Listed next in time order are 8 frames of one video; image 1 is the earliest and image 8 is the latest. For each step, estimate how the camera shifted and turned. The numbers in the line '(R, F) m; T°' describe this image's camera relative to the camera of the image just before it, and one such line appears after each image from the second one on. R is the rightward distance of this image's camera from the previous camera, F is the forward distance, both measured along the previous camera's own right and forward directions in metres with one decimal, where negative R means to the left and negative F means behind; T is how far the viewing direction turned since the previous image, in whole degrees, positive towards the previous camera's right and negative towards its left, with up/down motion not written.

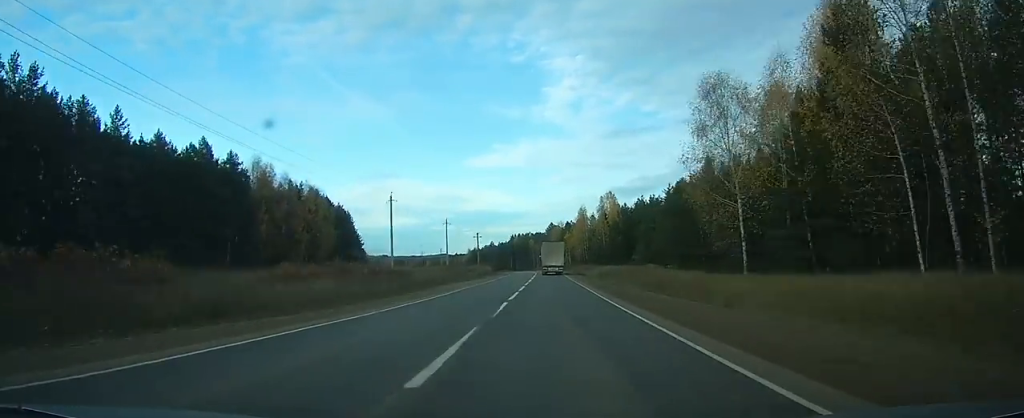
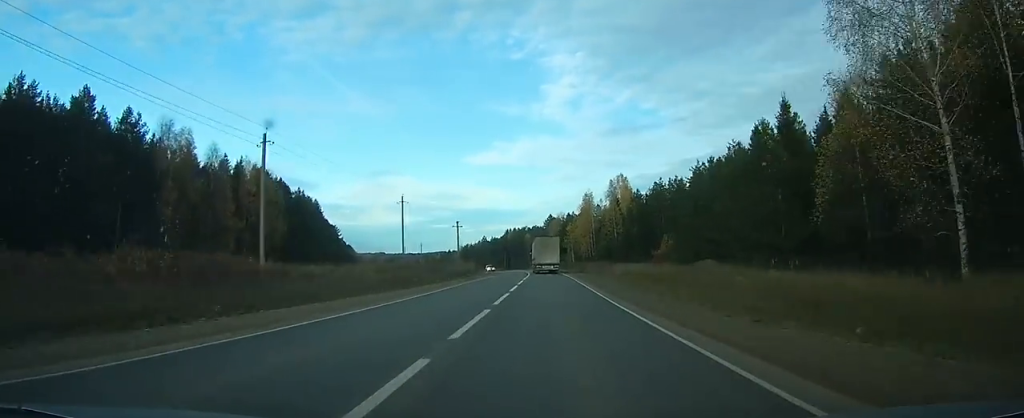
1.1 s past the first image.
(0.0, +27.9) m; 0°
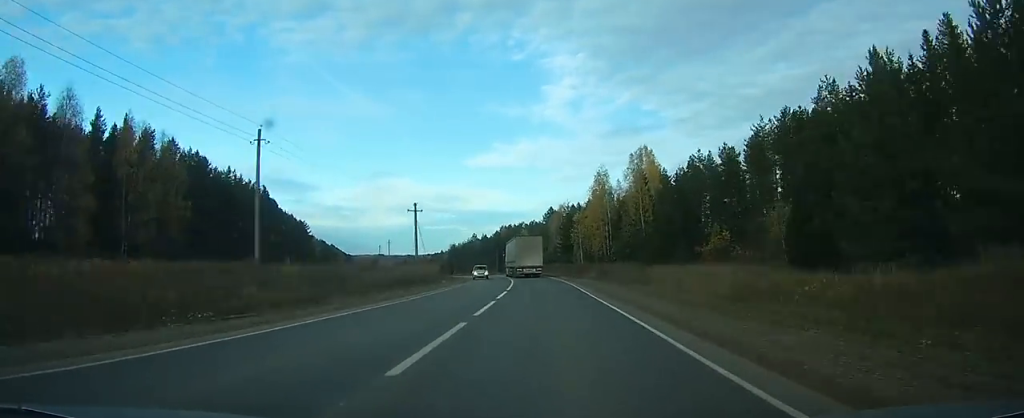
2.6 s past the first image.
(+0.2, +36.3) m; 0°
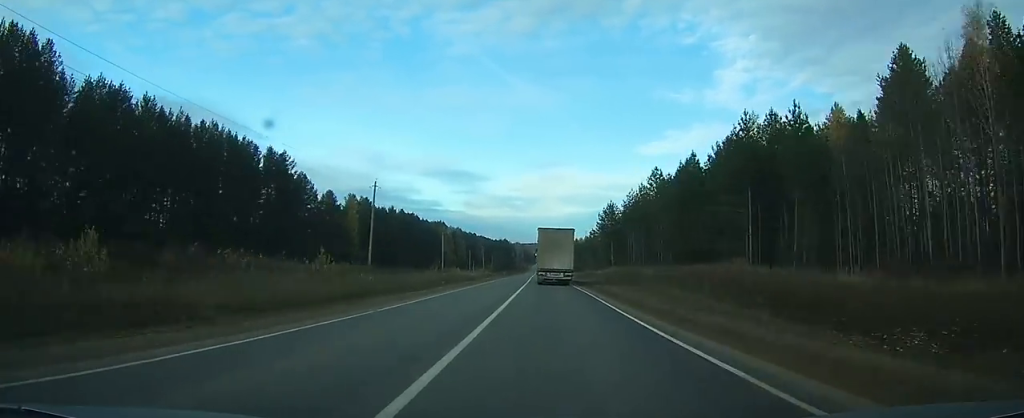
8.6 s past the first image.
(-10.9, +133.4) m; -13°
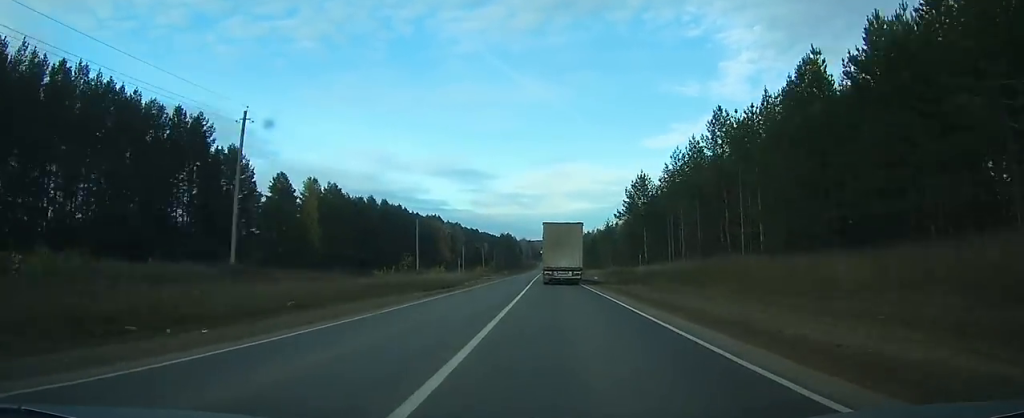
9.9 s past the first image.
(-1.1, +28.8) m; -2°
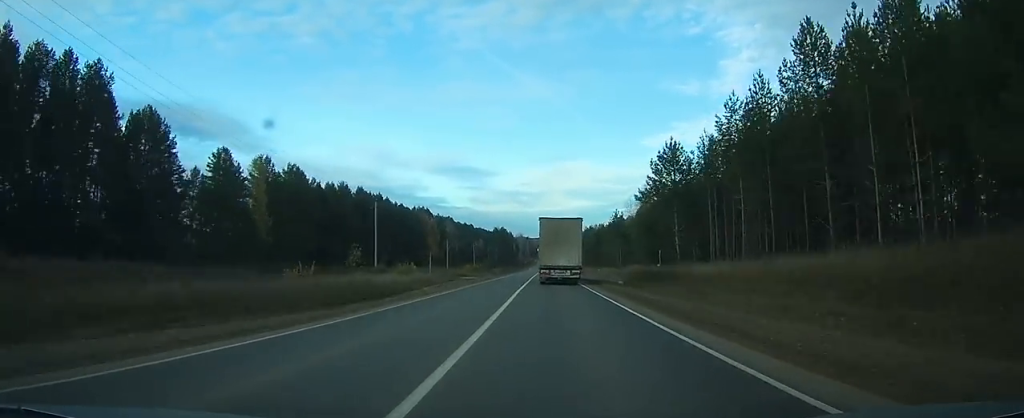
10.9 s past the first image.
(-0.3, +20.3) m; -1°
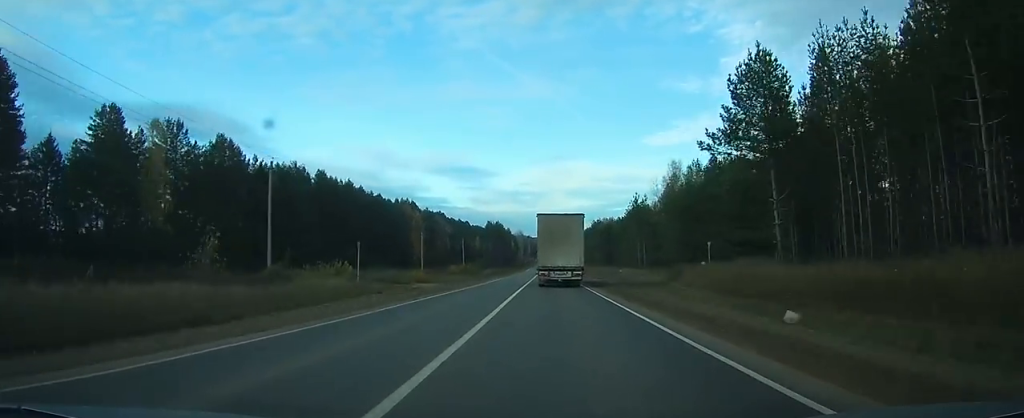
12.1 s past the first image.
(-0.3, +27.2) m; 0°
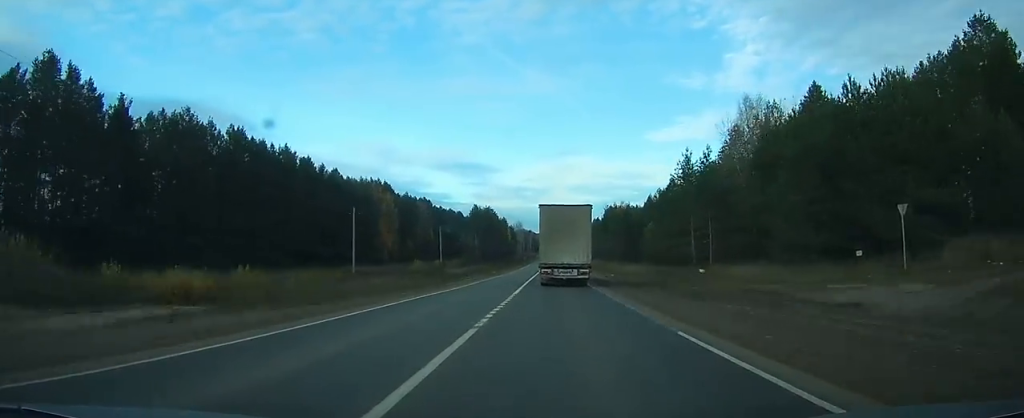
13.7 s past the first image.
(-0.2, +36.9) m; 0°
